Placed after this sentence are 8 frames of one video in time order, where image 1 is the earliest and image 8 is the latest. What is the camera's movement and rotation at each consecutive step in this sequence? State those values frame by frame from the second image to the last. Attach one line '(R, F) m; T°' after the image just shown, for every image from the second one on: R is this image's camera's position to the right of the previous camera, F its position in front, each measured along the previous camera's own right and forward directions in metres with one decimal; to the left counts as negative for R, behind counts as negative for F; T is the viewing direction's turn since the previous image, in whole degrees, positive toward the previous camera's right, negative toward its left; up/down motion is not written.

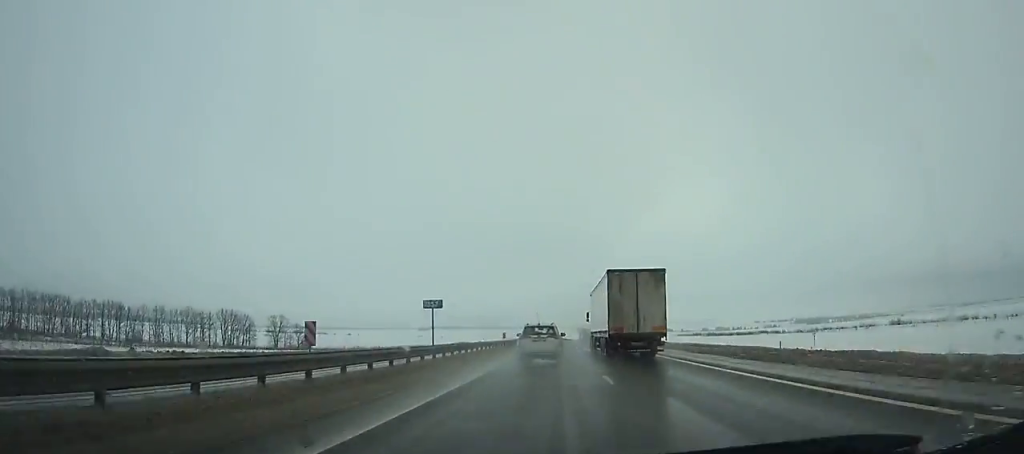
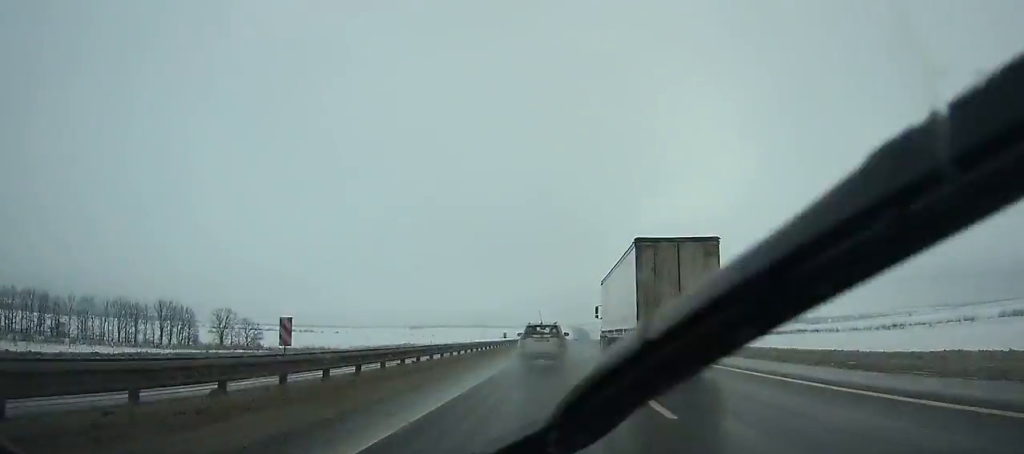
(+0.3, +41.6) m; 0°
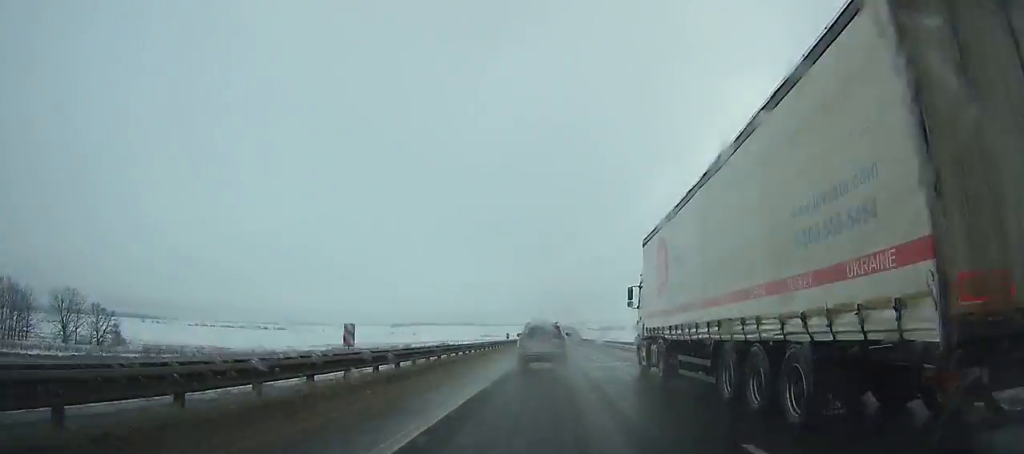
(+0.6, +77.0) m; +1°
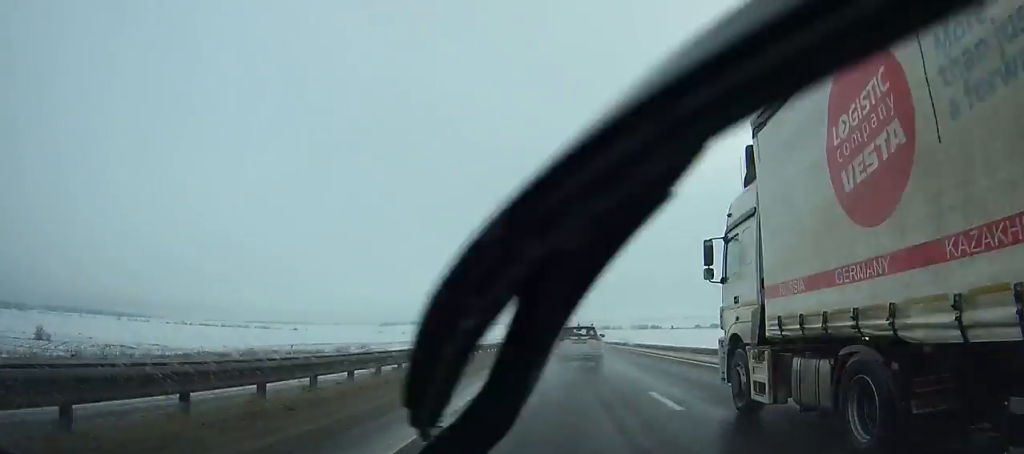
(+0.2, +67.7) m; +1°
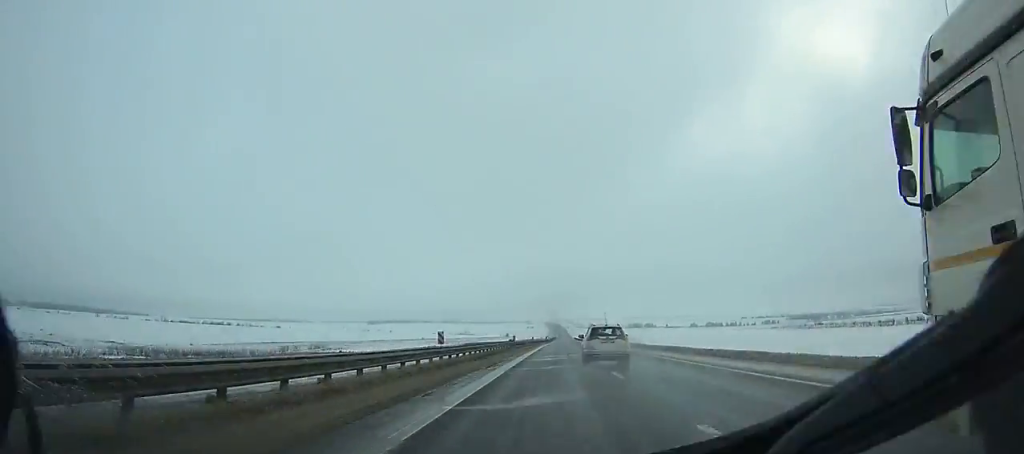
(+0.2, +40.9) m; +1°
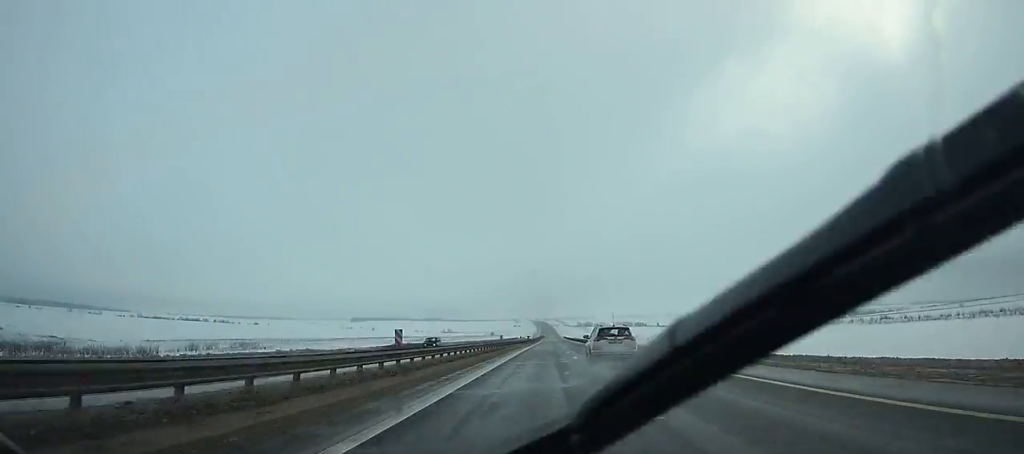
(-0.2, +43.8) m; +1°
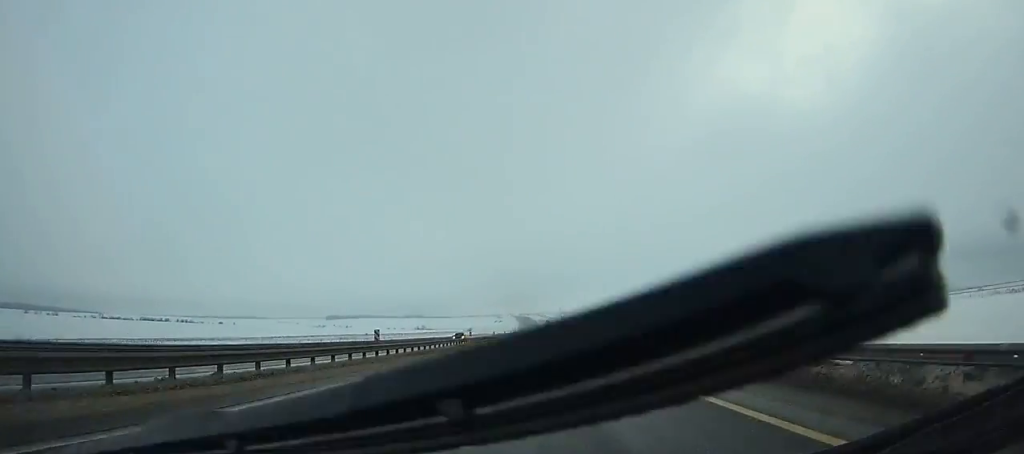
(+1.1, +72.5) m; 0°
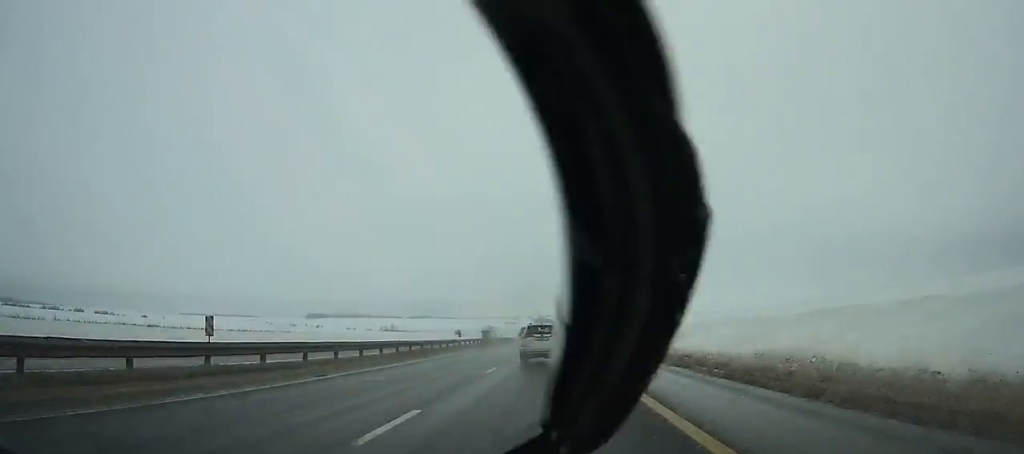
(-2.6, +286.7) m; 0°
